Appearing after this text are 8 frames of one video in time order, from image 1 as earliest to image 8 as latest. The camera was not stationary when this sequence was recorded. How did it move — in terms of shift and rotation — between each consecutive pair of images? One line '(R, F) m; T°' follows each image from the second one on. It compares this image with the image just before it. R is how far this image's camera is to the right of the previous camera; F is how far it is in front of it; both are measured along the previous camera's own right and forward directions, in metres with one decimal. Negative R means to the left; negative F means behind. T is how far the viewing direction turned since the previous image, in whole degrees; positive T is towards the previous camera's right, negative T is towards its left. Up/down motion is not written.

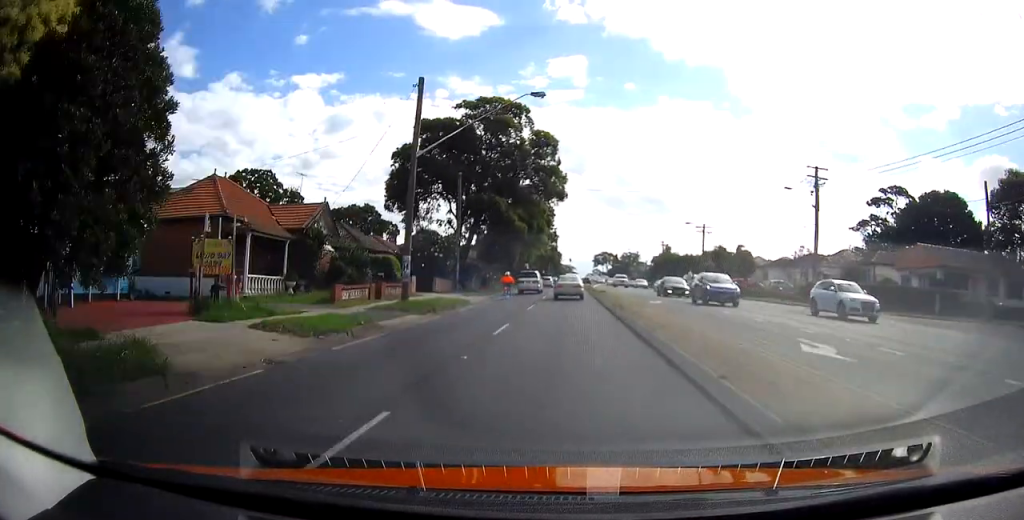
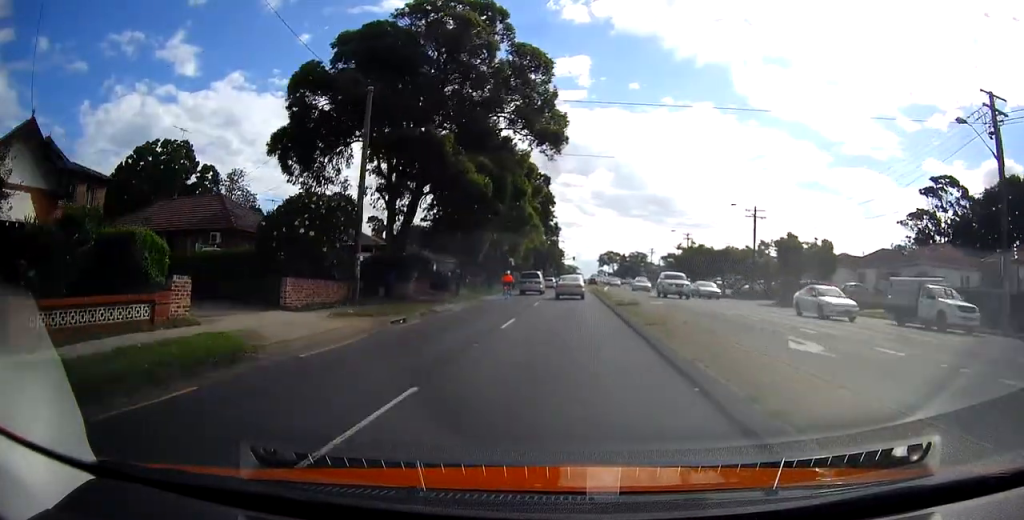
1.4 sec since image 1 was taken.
(+0.4, +21.4) m; +1°
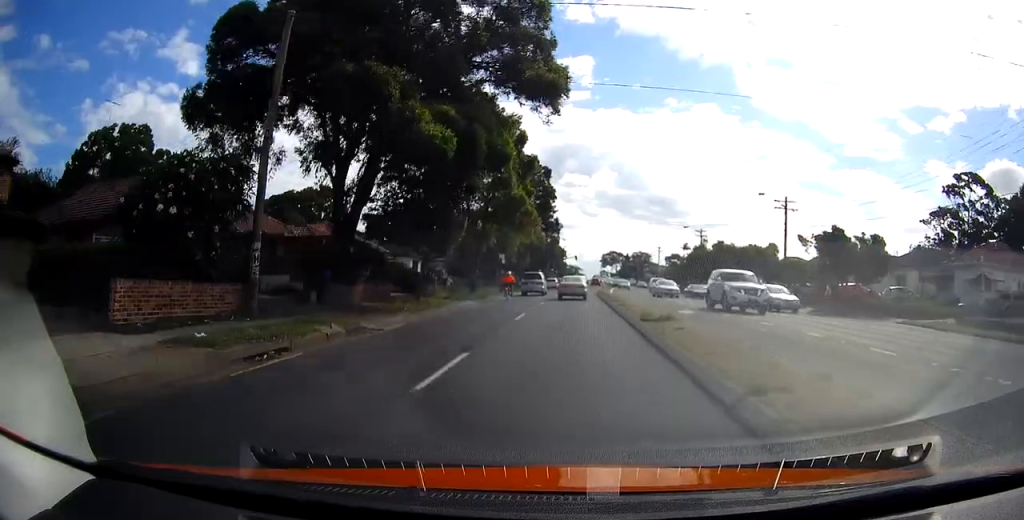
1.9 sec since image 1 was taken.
(0.0, +8.2) m; -1°
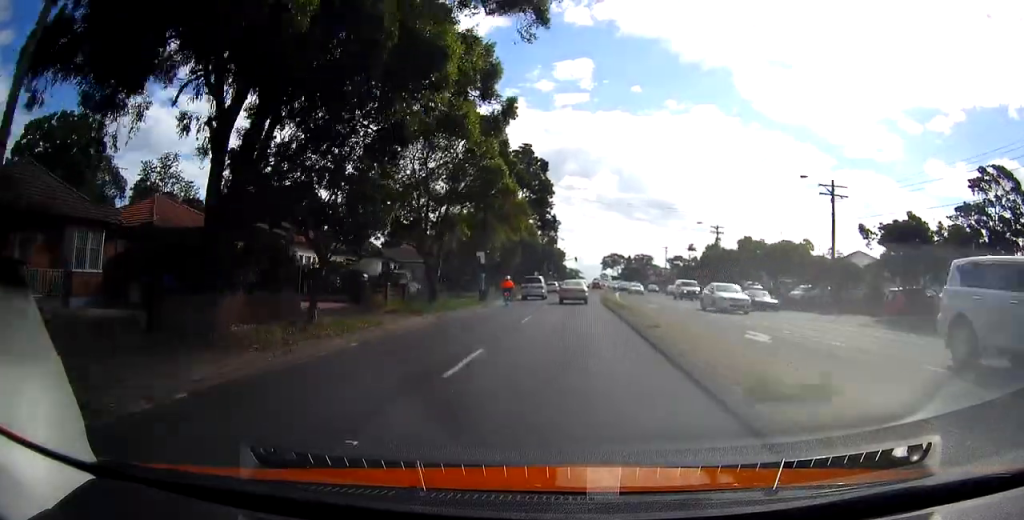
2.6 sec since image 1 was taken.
(-0.2, +9.7) m; -1°
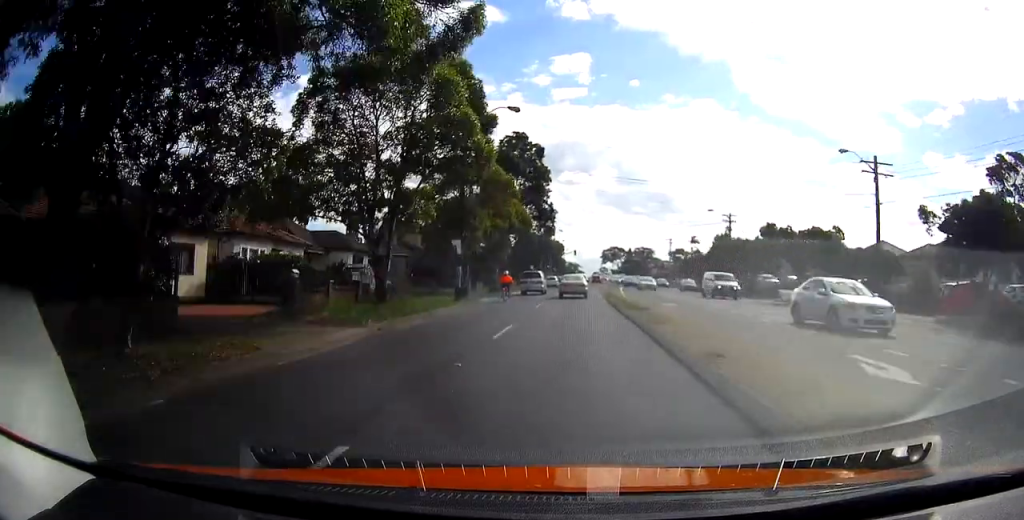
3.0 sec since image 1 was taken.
(0.0, +6.6) m; 0°
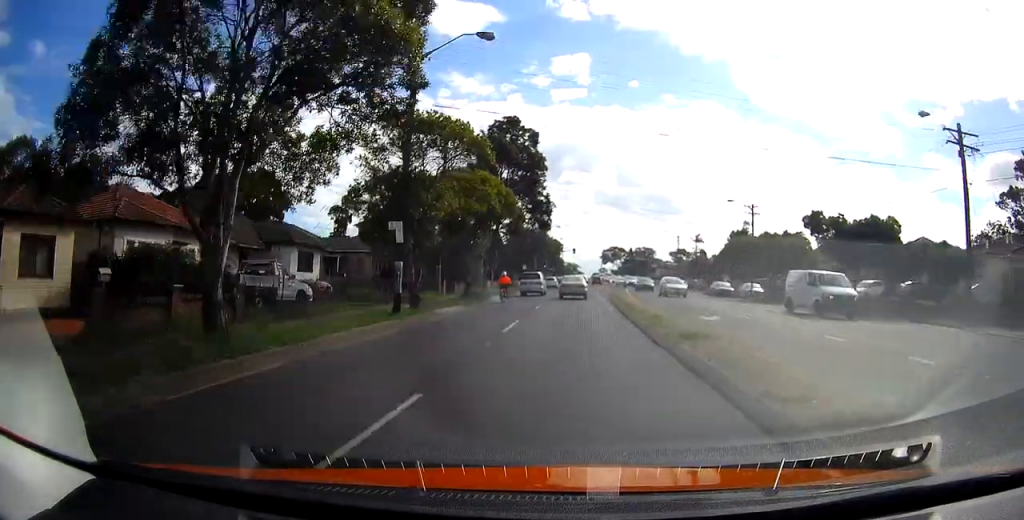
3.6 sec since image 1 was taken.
(0.0, +9.1) m; 0°
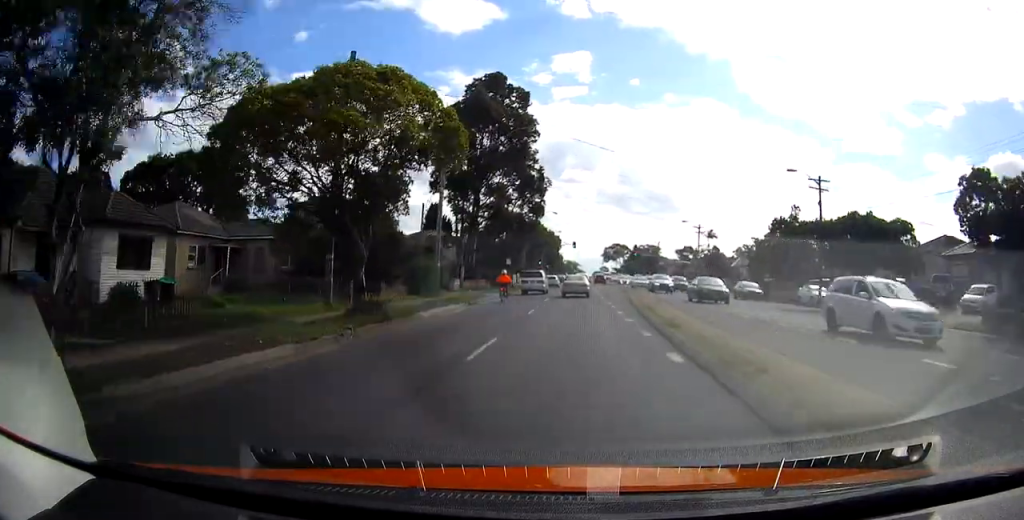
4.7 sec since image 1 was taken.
(+0.1, +16.5) m; 0°
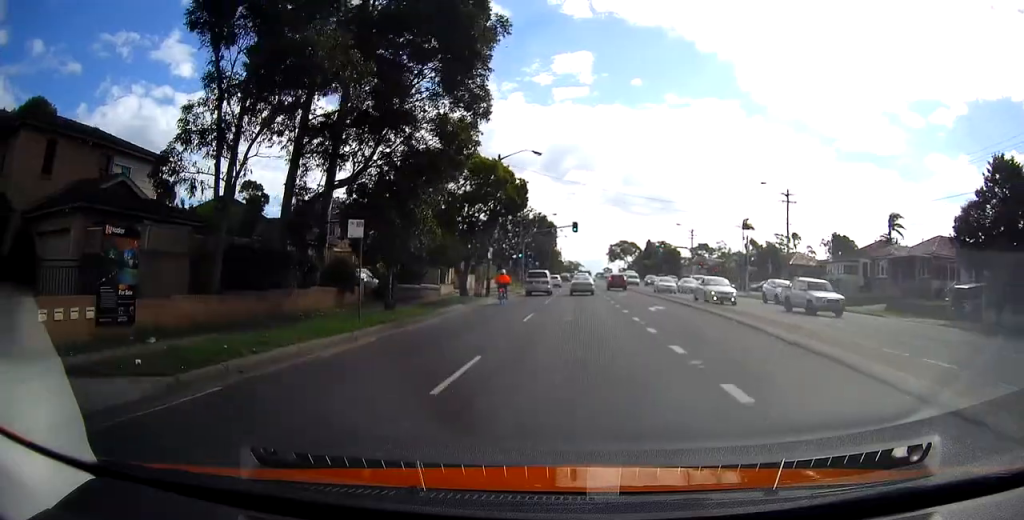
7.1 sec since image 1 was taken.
(-0.4, +35.5) m; -1°
